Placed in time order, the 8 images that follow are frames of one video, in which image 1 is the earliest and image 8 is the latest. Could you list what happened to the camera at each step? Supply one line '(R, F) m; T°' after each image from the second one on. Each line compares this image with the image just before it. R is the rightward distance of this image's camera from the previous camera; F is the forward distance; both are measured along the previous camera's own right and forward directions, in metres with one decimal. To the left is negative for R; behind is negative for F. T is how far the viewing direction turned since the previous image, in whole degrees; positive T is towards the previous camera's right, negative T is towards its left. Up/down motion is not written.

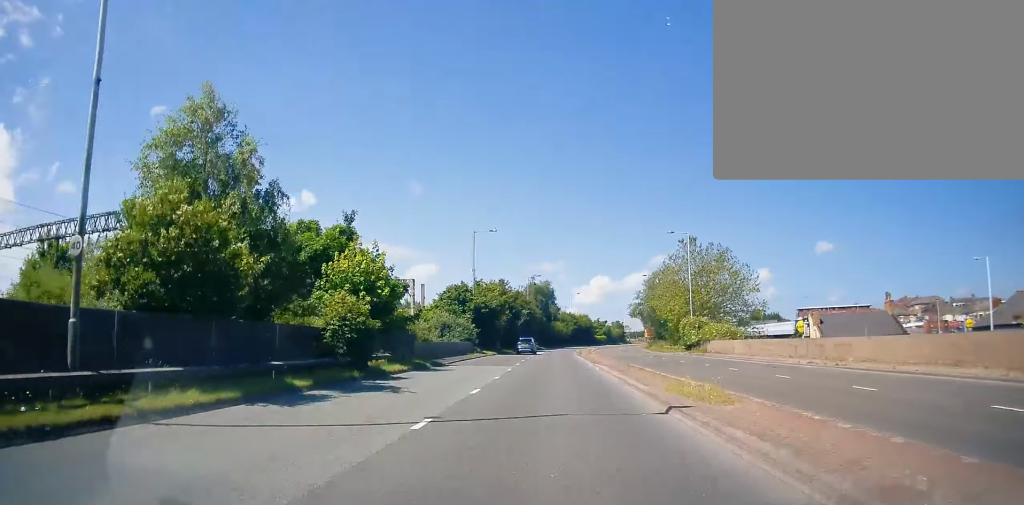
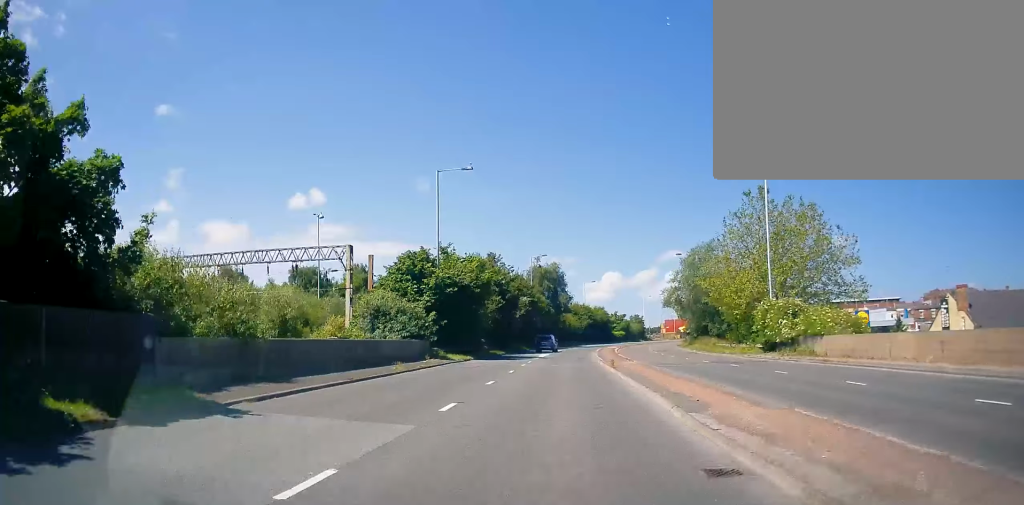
(0.0, +21.4) m; 0°
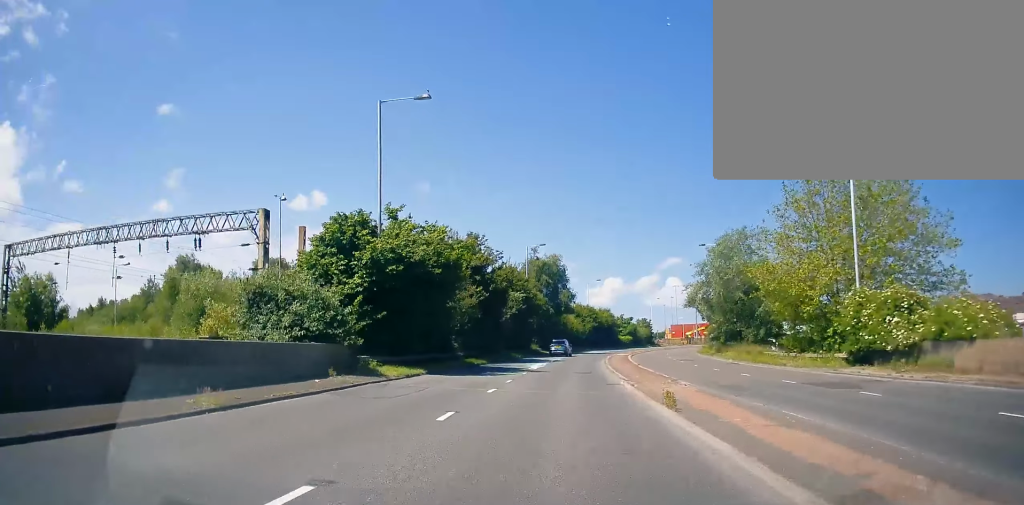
(0.0, +12.6) m; 0°
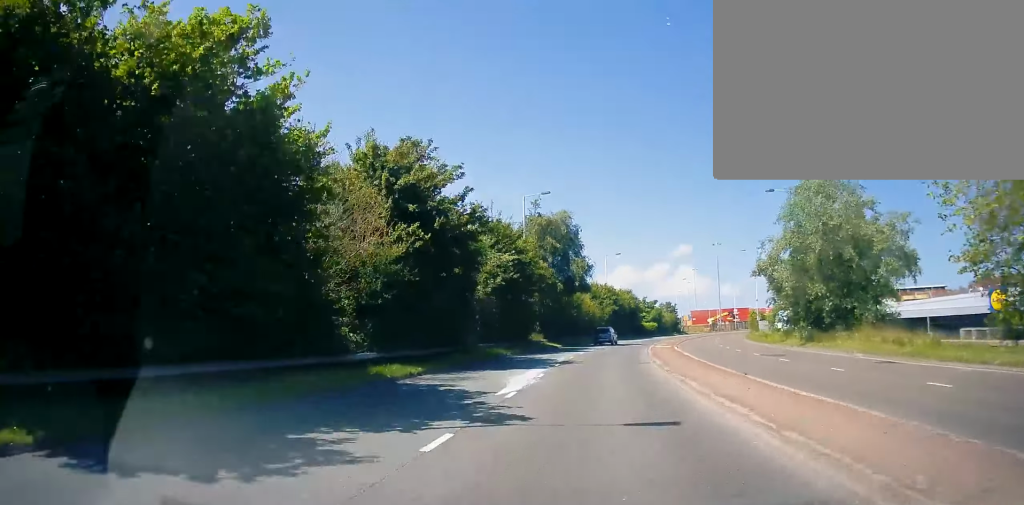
(0.0, +19.8) m; 0°
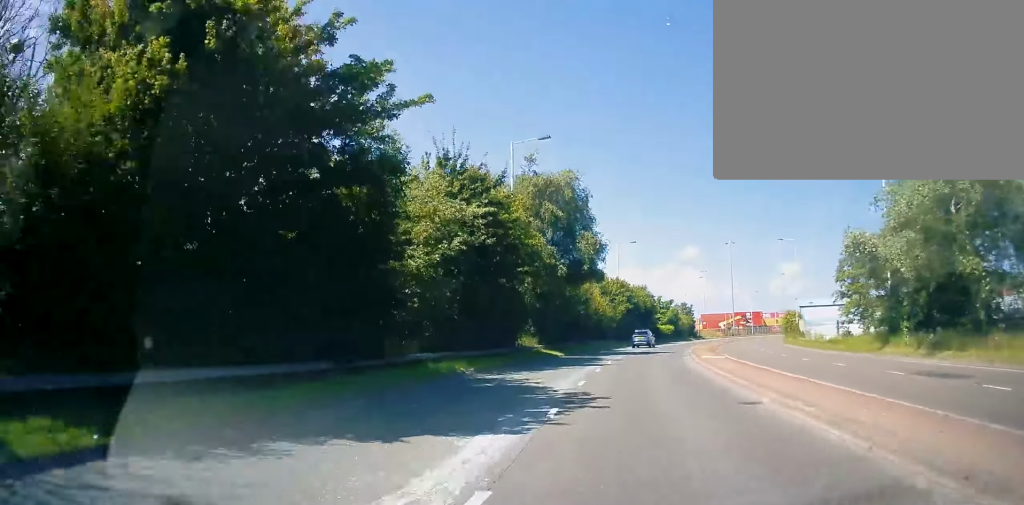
(0.0, +14.3) m; 0°
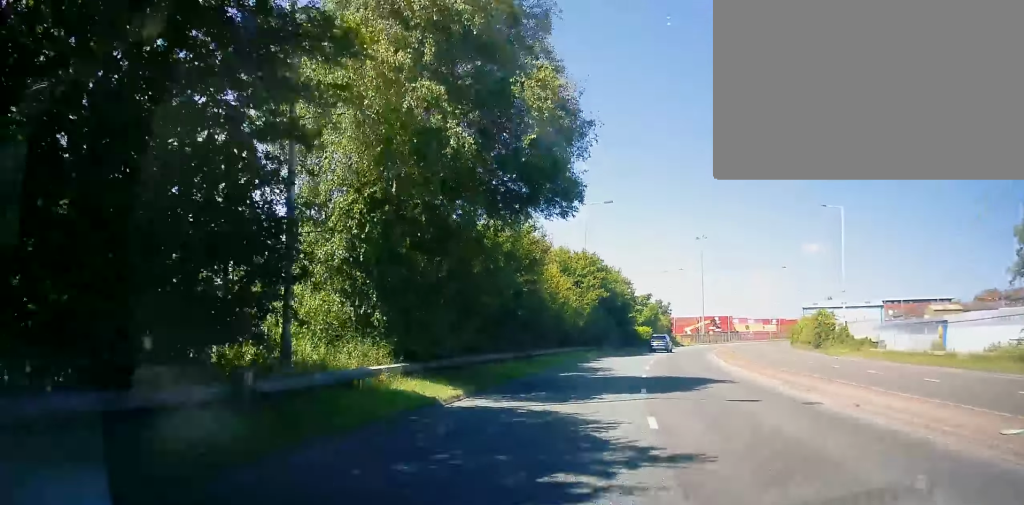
(0.0, +23.9) m; +3°
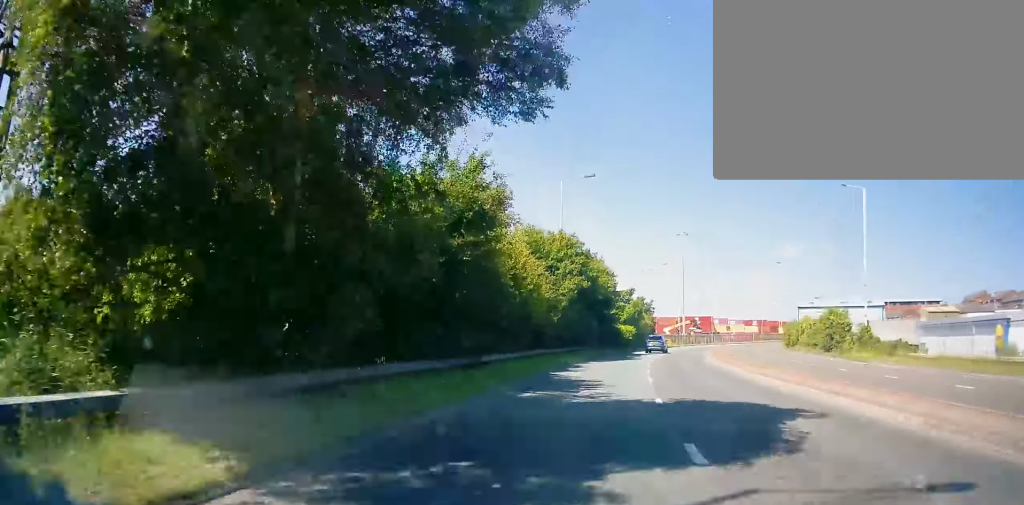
(0.0, +8.0) m; +2°
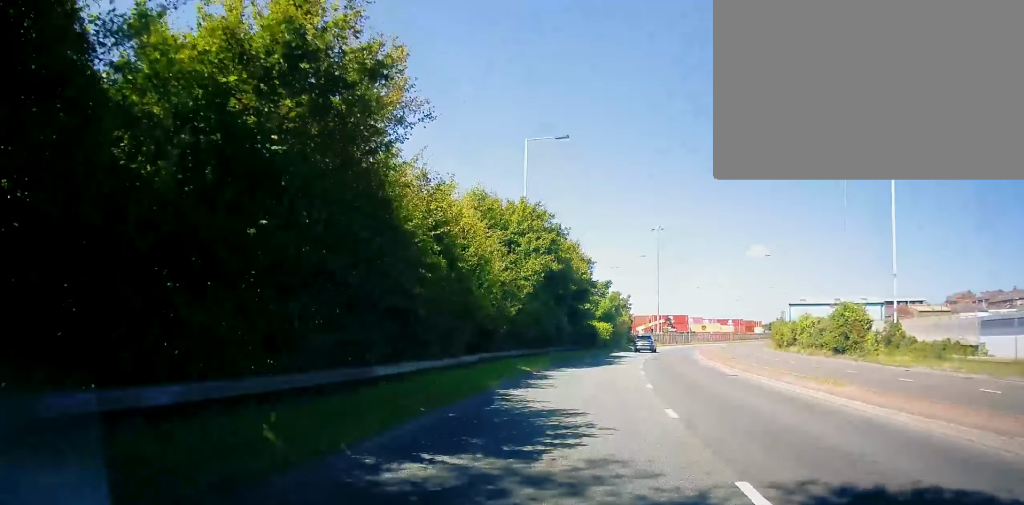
(+0.4, +7.9) m; +3°
